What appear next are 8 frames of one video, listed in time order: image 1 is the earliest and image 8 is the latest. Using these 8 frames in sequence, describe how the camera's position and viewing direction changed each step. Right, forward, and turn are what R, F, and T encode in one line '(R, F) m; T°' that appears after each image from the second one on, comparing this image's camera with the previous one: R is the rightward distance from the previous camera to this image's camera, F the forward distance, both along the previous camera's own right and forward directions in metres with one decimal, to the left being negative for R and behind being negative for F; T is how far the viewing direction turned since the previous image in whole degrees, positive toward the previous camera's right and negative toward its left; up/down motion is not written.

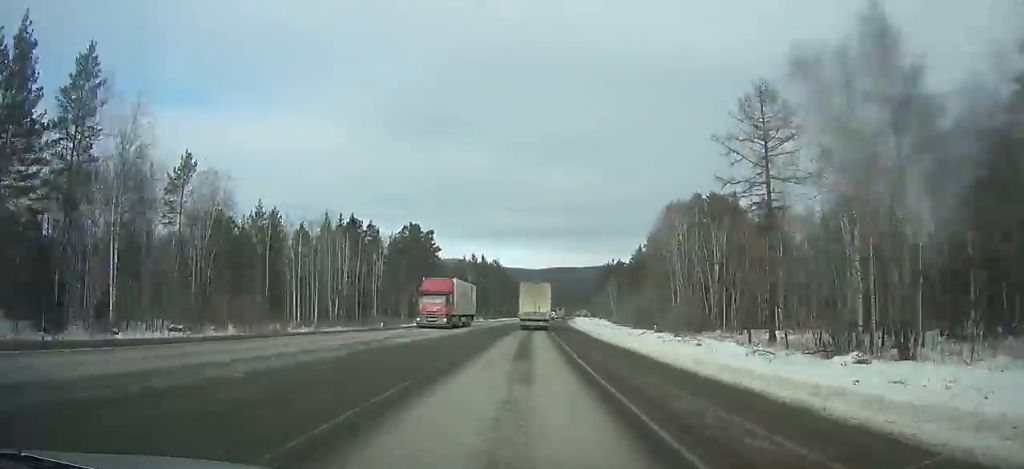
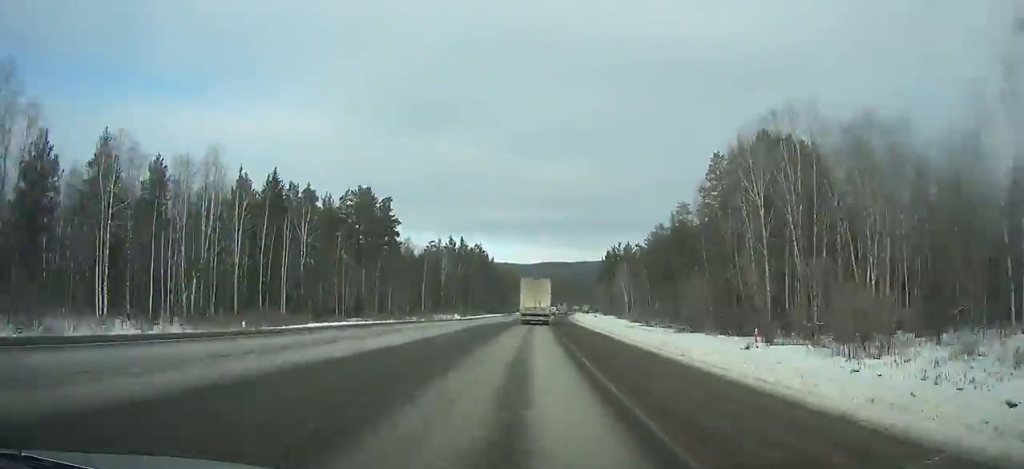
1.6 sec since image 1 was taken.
(+0.1, +37.0) m; +1°
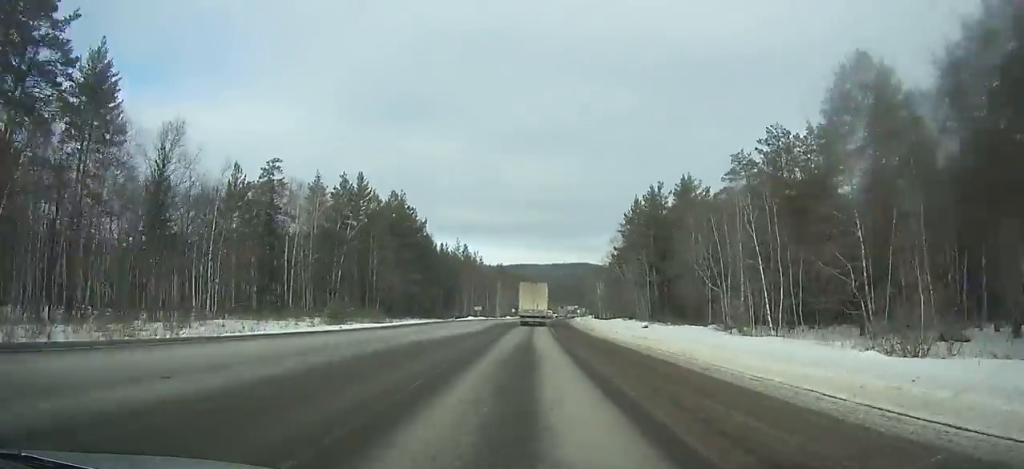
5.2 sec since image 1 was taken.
(+2.1, +85.3) m; +3°
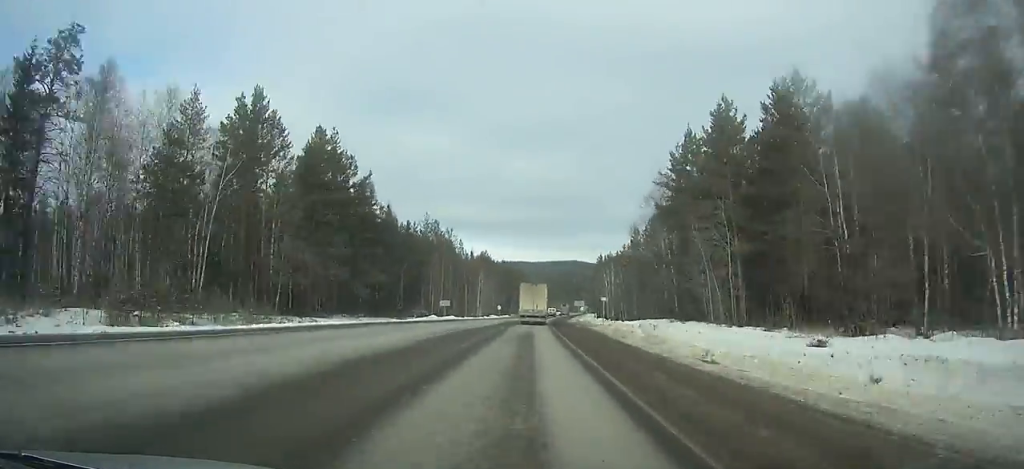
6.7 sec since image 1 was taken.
(+0.3, +36.1) m; +1°
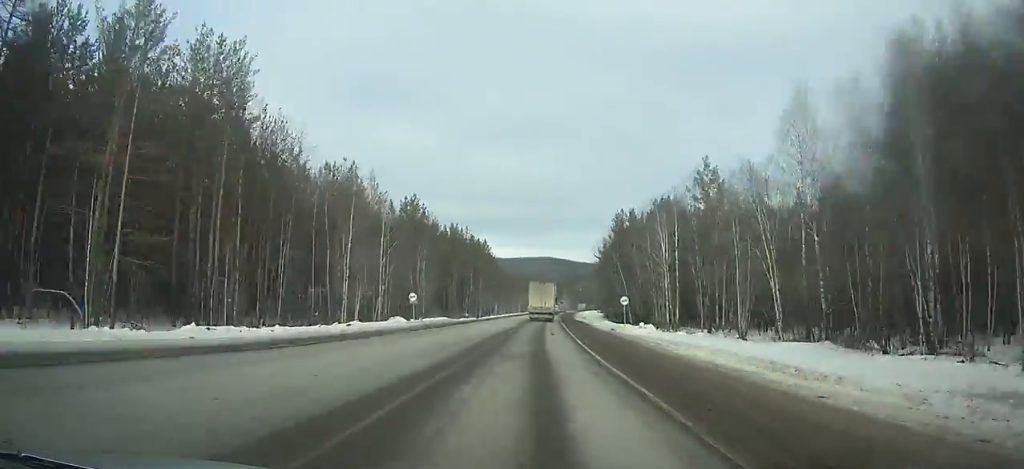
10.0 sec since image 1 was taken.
(+1.4, +80.0) m; +3°
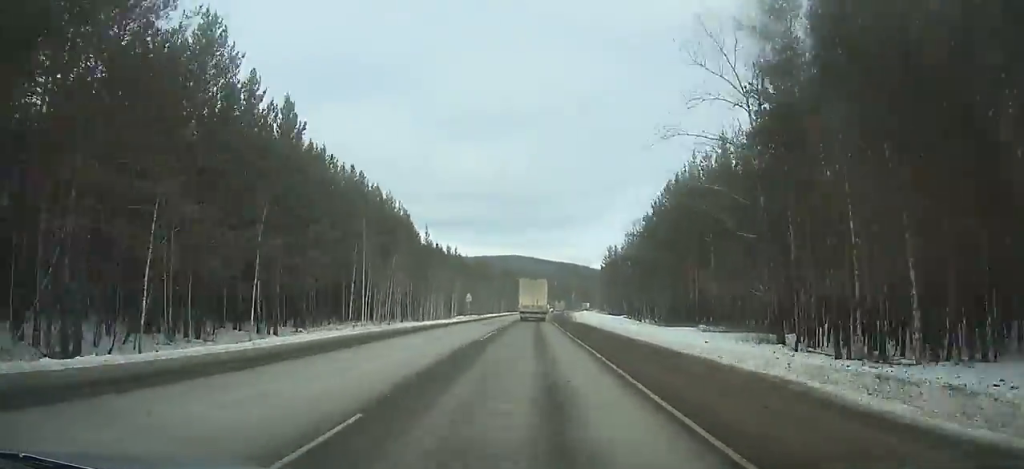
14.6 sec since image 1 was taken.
(+3.6, +111.8) m; +3°
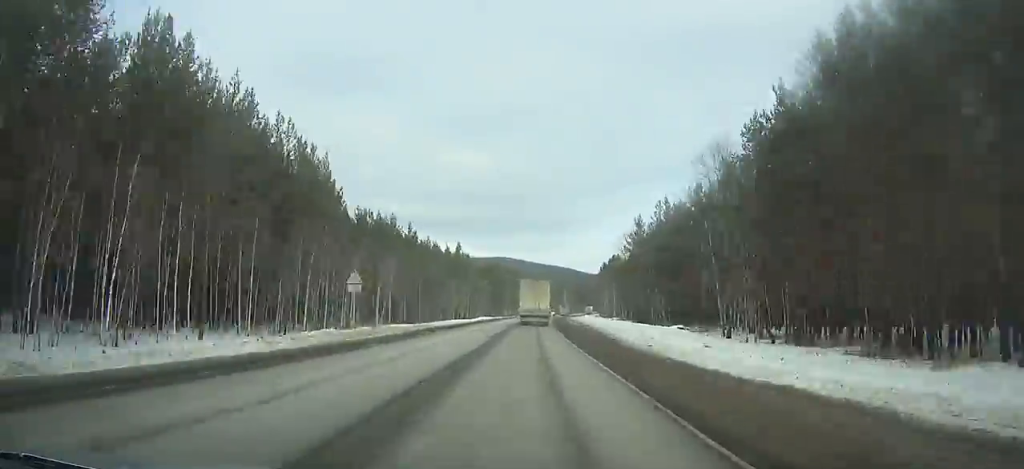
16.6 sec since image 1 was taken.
(+0.1, +48.4) m; +1°
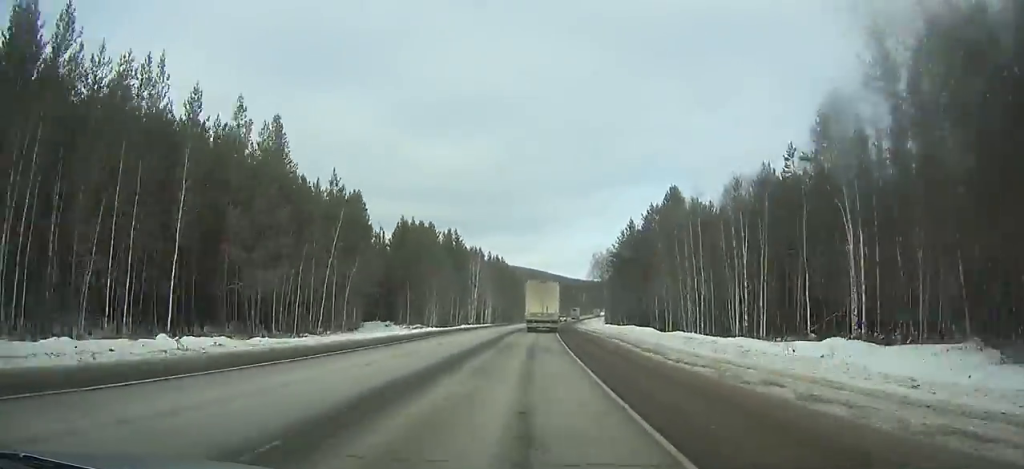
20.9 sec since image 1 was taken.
(+3.2, +102.3) m; +4°
